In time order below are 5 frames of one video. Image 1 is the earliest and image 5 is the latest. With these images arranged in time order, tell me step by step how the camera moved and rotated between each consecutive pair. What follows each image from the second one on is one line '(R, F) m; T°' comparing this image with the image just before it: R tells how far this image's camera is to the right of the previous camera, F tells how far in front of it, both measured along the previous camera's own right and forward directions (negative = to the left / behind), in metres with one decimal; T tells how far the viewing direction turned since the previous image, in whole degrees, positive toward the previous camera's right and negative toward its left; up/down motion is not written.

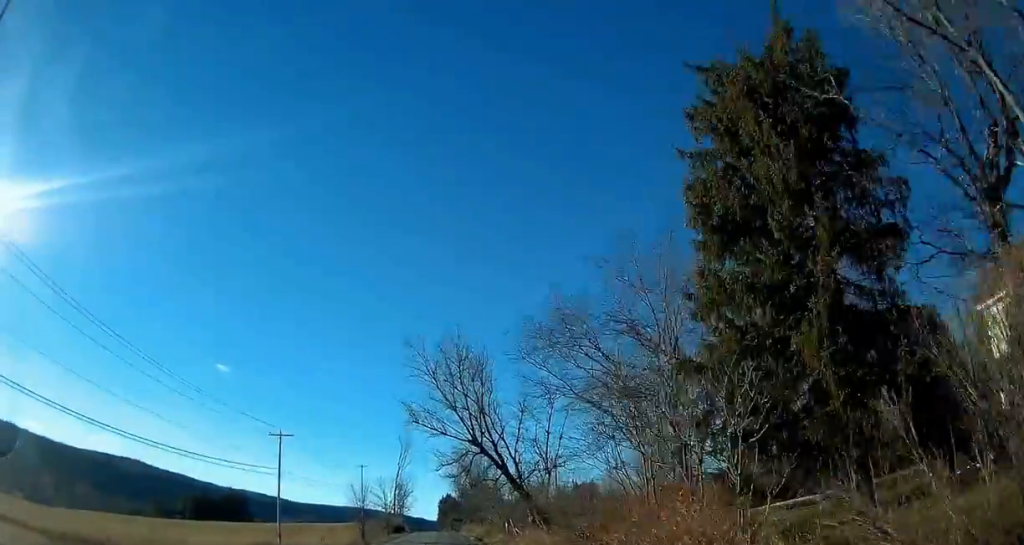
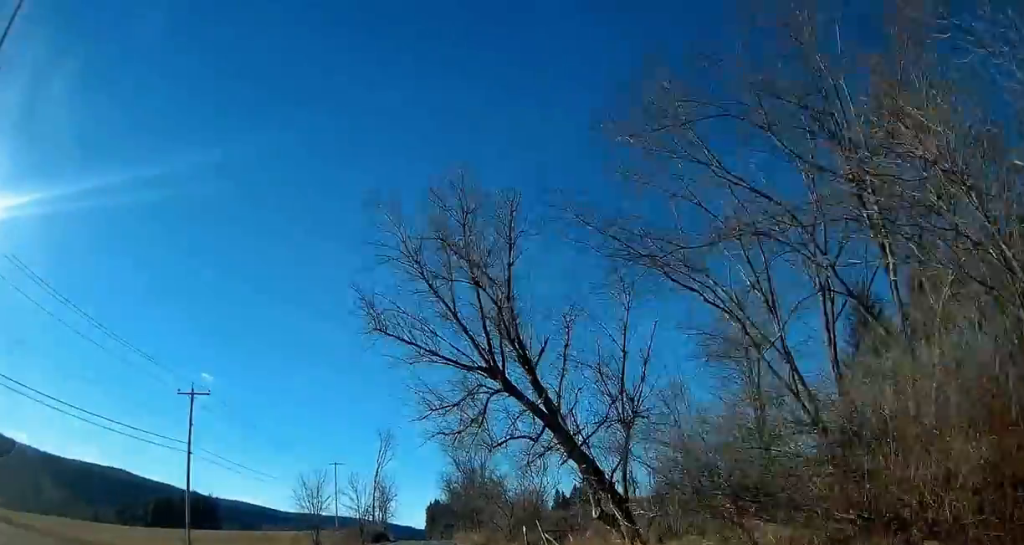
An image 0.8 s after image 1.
(-0.1, +18.5) m; +1°
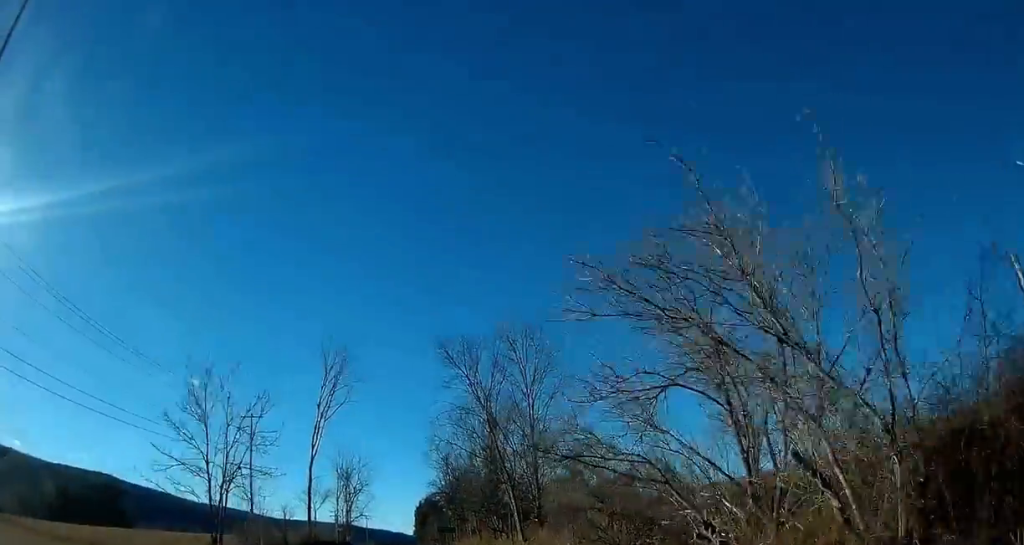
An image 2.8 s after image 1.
(+1.1, +45.4) m; +1°
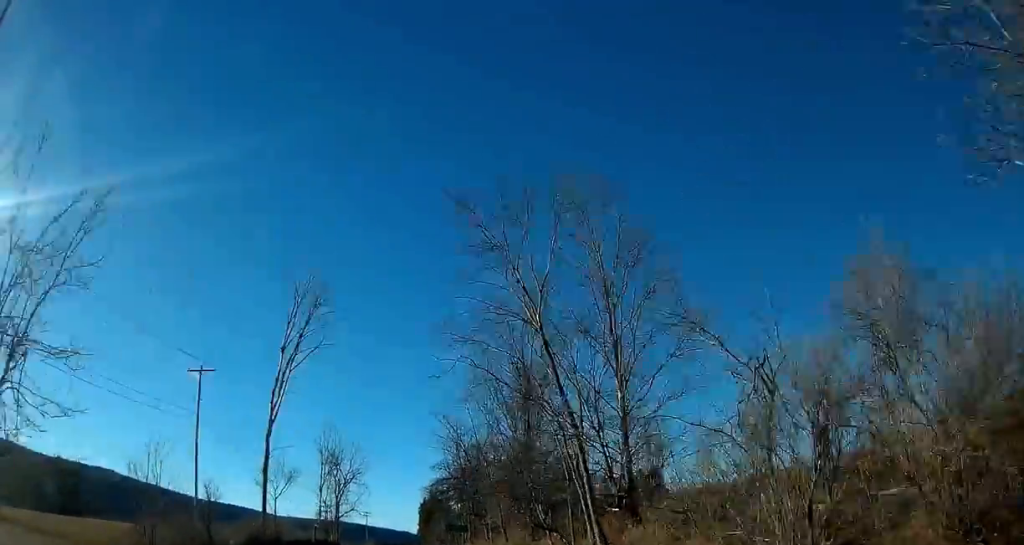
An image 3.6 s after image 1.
(-0.1, +15.8) m; -1°
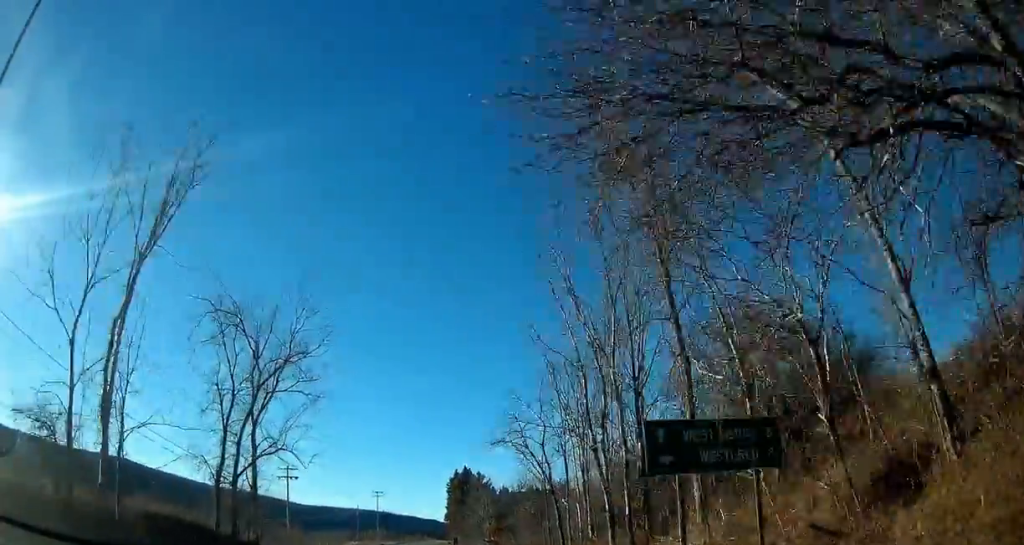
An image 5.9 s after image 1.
(-0.4, +48.0) m; -1°
